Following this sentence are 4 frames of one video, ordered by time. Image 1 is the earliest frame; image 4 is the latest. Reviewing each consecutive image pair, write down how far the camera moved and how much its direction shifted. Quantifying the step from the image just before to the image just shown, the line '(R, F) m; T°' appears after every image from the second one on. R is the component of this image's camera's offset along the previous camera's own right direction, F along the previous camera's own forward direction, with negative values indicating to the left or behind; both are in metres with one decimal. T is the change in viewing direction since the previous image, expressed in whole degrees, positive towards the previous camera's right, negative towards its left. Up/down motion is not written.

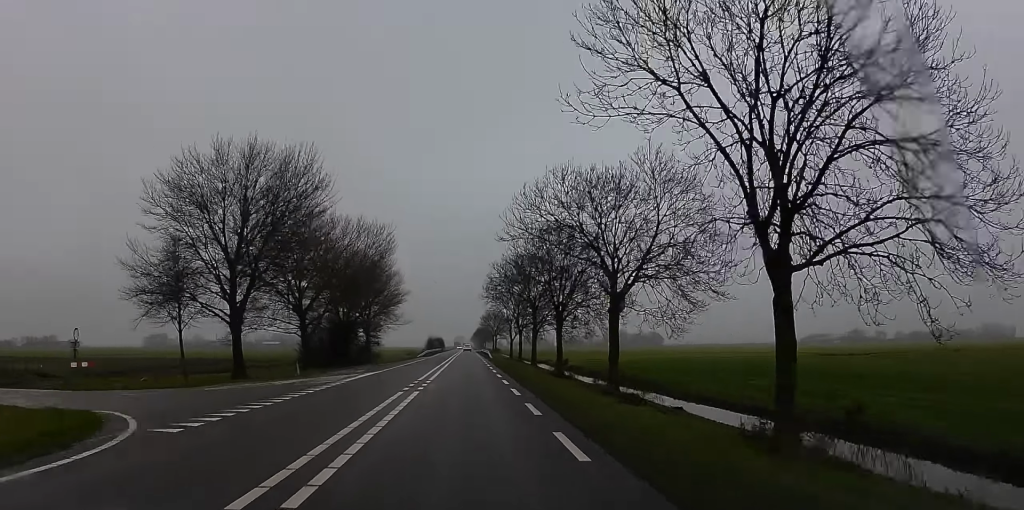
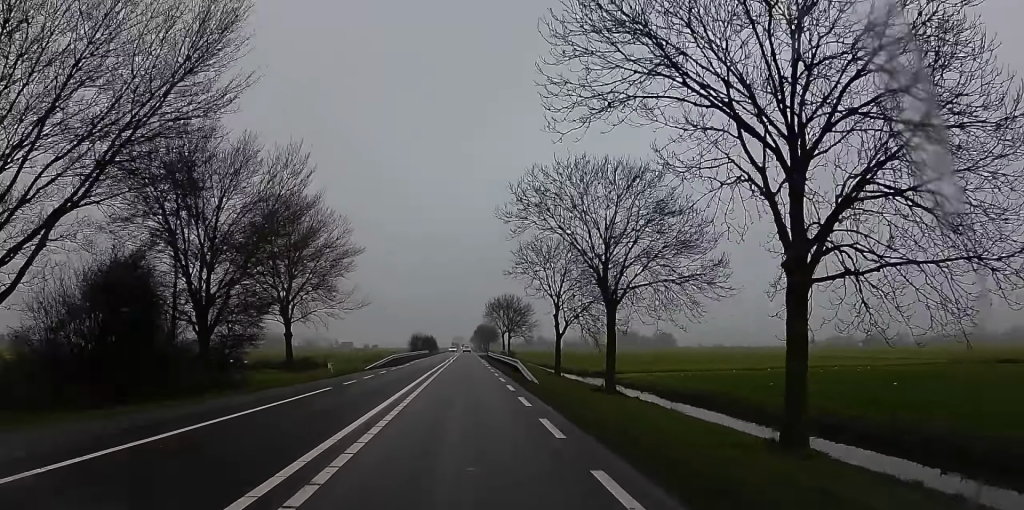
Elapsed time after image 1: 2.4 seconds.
(+2.0, +51.7) m; +2°
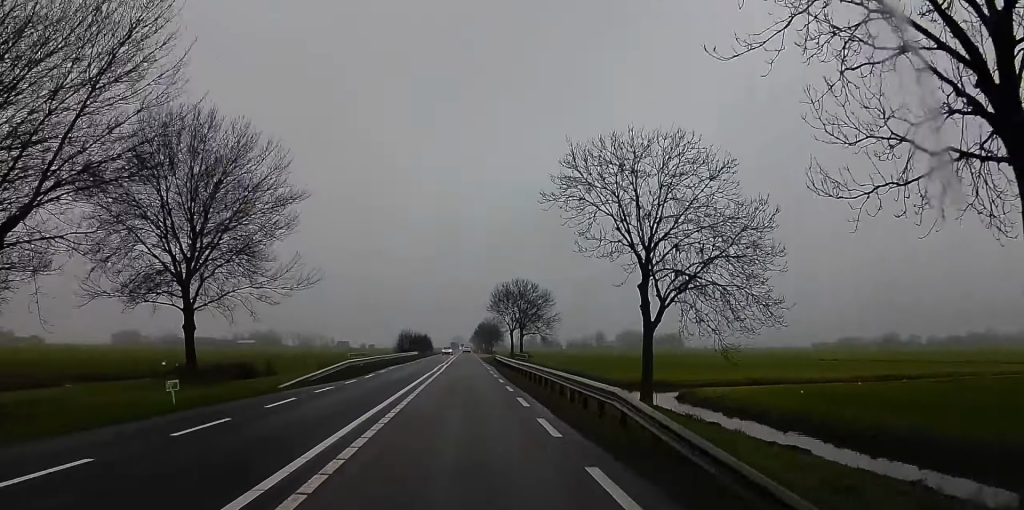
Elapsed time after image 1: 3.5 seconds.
(-0.1, +24.2) m; 0°
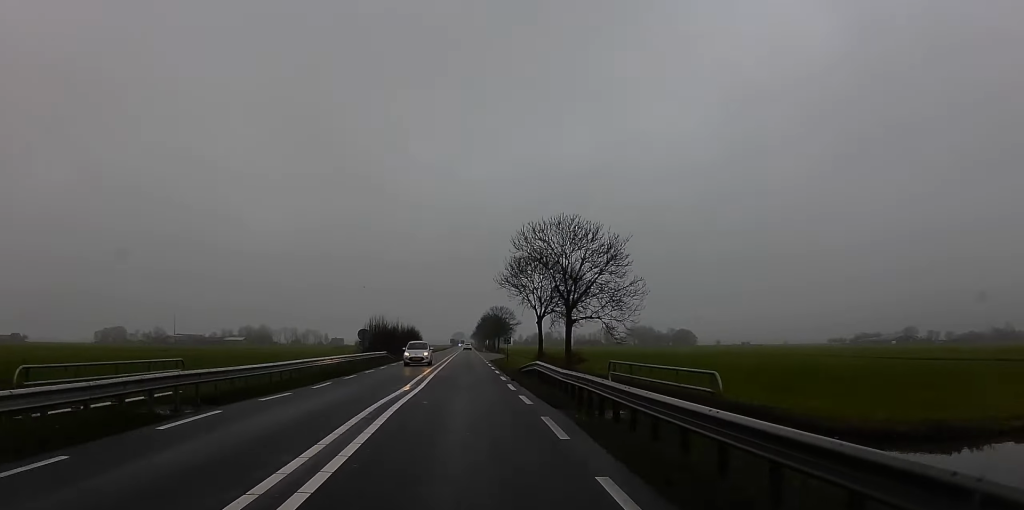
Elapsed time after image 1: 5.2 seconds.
(+0.1, +36.1) m; +1°
